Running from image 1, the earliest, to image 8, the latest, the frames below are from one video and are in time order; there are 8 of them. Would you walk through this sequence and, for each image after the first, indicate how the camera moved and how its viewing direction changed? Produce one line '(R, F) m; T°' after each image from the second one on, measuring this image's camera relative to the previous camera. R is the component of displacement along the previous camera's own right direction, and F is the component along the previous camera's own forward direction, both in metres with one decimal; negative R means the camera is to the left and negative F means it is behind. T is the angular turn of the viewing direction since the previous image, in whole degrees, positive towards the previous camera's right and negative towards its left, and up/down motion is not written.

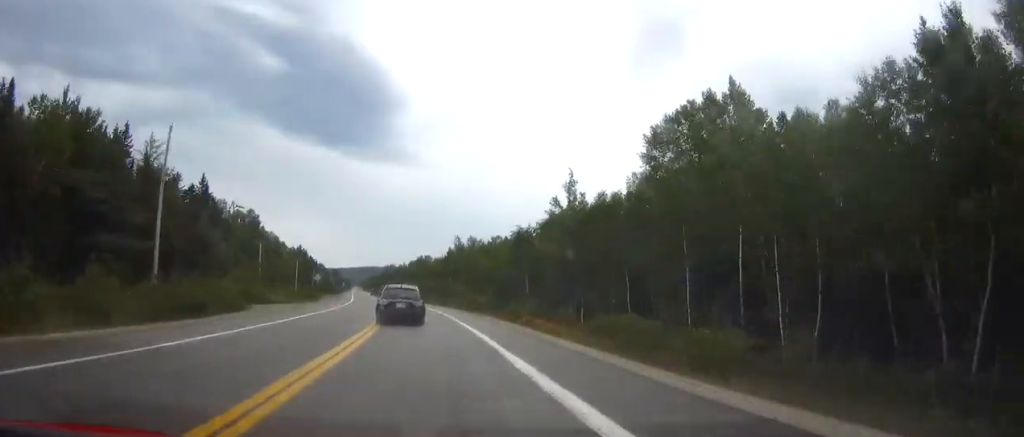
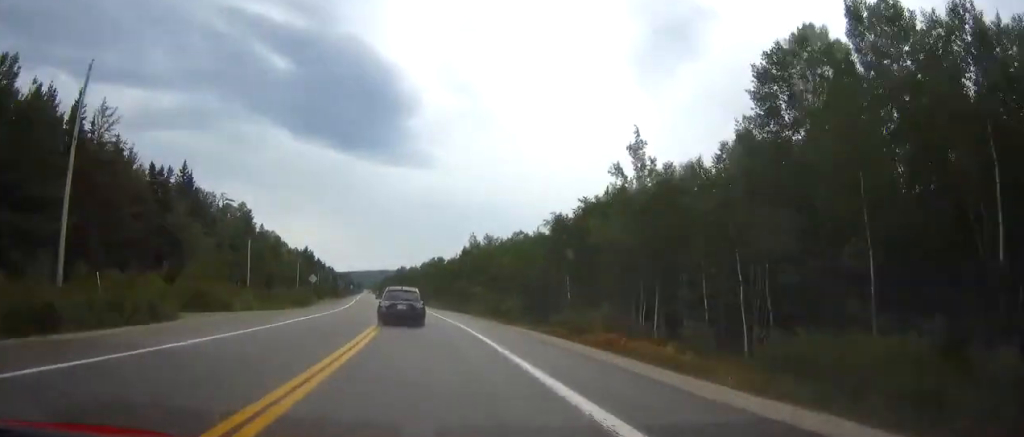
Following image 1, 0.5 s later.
(-0.2, +14.5) m; -1°
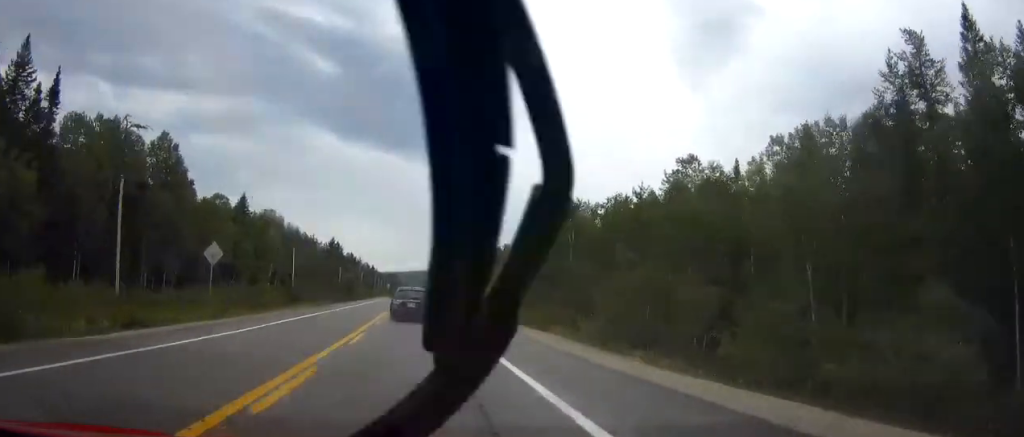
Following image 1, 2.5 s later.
(-1.9, +55.5) m; -4°
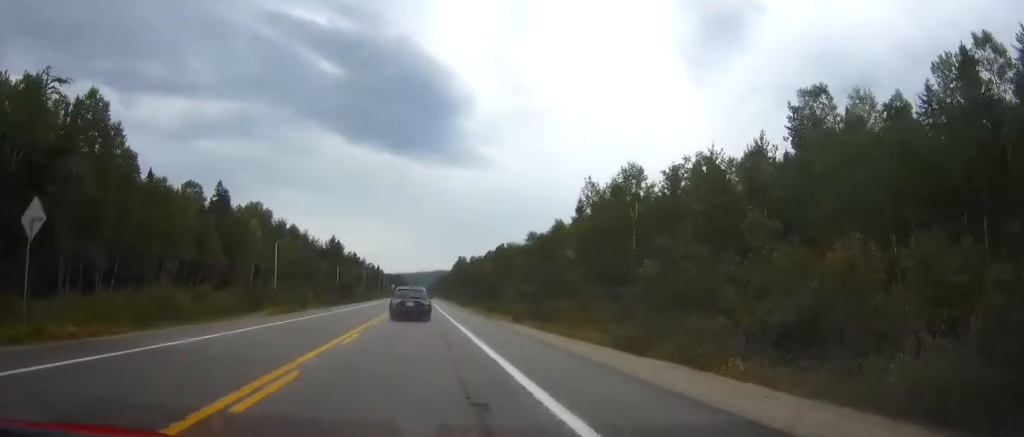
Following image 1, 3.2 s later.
(-0.1, +17.9) m; -1°
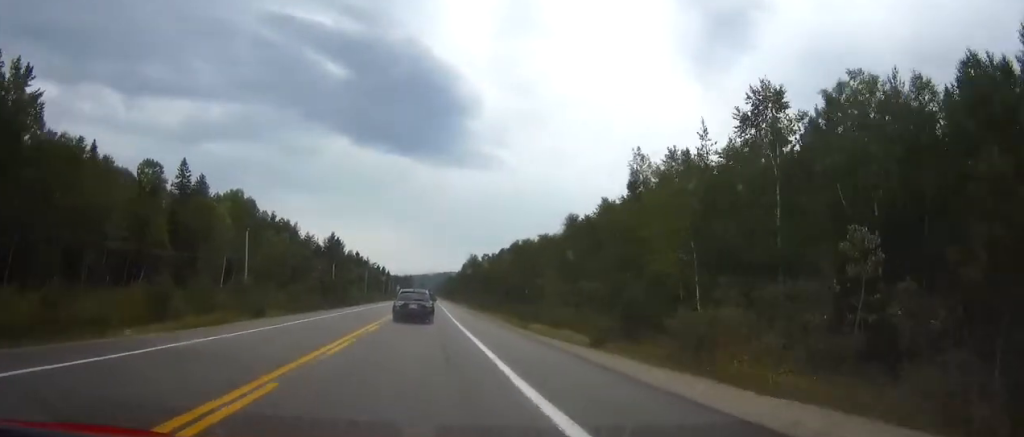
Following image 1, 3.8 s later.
(-0.2, +18.9) m; 0°
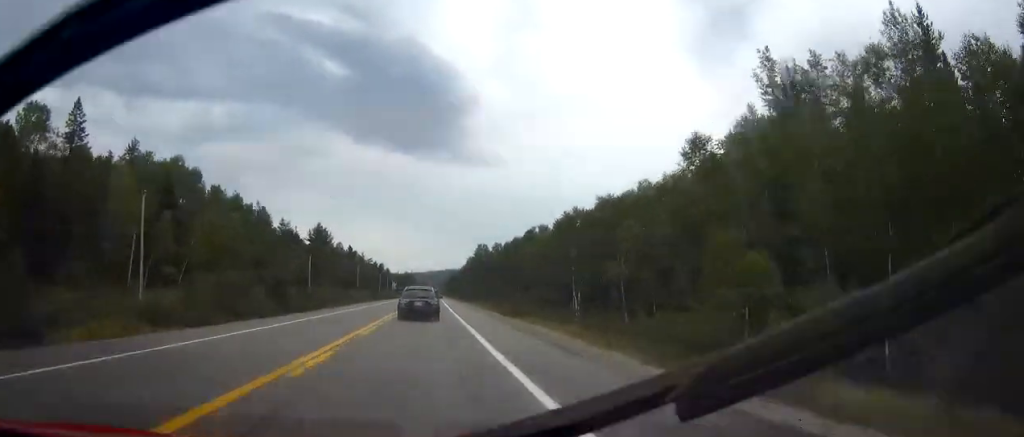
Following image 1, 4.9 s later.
(-0.1, +29.3) m; 0°
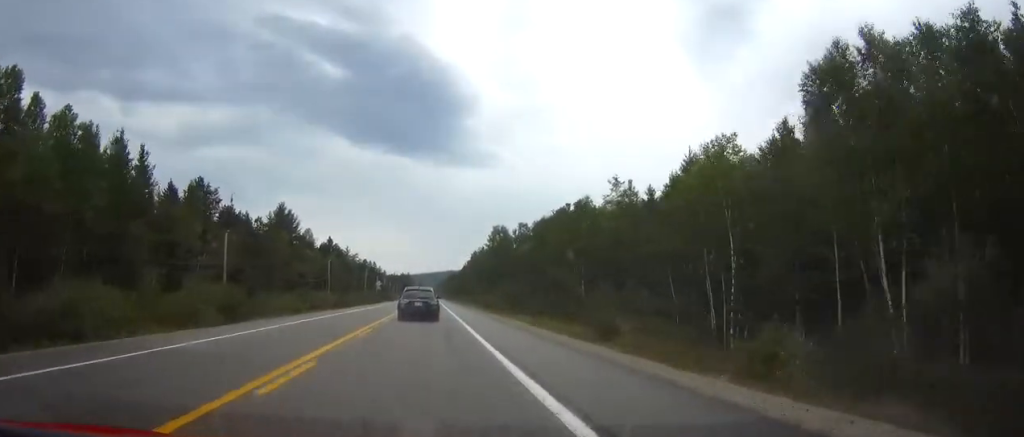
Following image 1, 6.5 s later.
(-0.1, +46.0) m; 0°
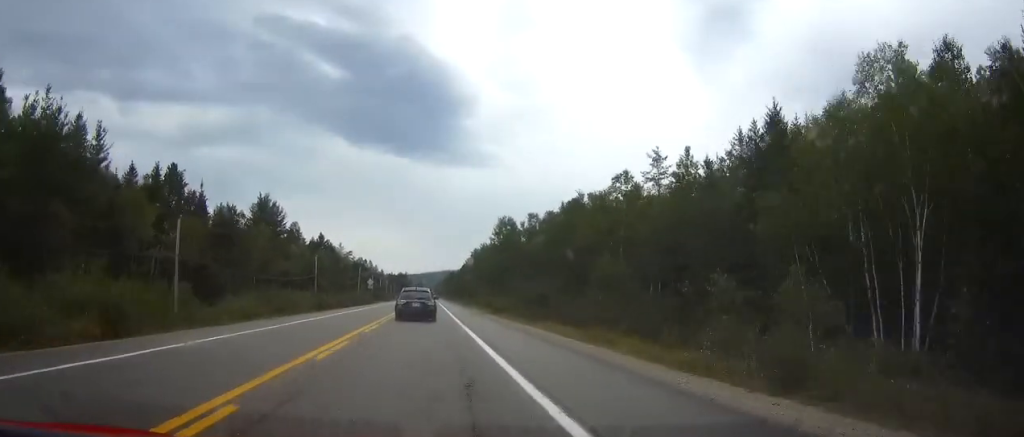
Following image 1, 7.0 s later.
(0.0, +13.0) m; 0°
